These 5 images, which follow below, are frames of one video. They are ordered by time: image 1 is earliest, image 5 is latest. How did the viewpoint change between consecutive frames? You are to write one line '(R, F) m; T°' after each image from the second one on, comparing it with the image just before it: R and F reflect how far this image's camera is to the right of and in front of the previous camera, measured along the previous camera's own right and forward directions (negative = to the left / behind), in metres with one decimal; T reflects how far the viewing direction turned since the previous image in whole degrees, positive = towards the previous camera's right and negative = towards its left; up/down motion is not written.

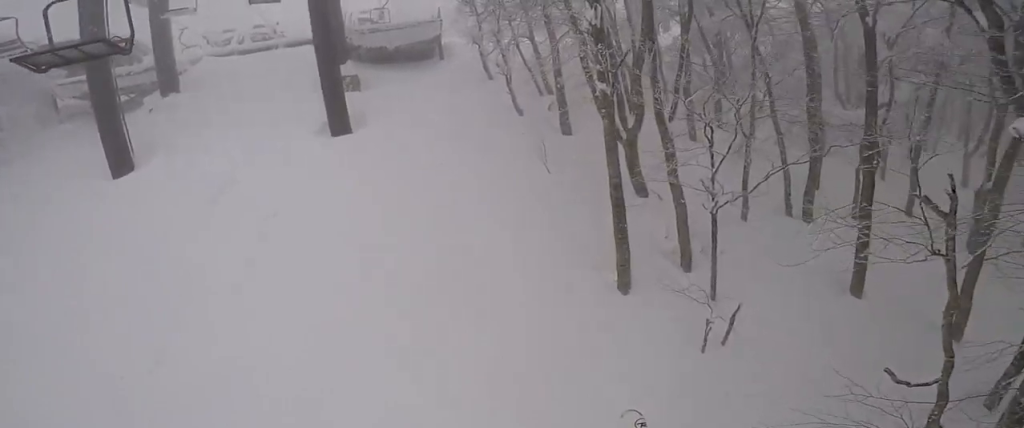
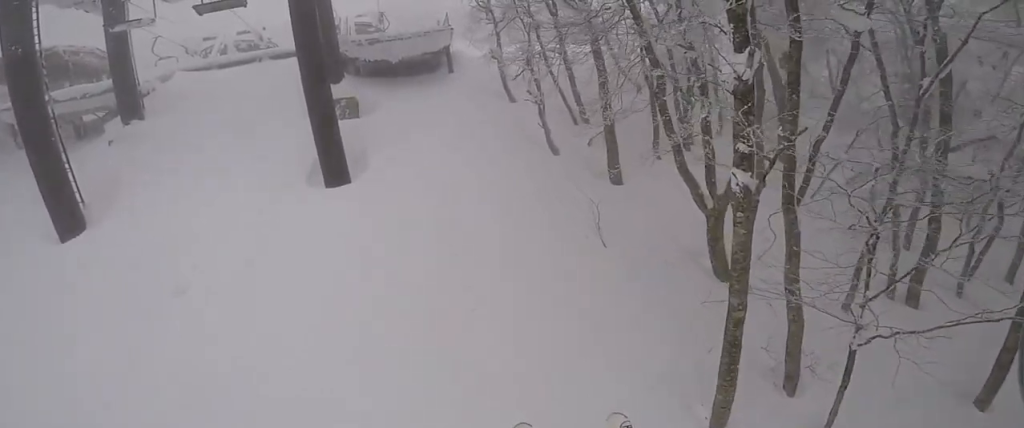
(0.0, +2.9) m; +1°
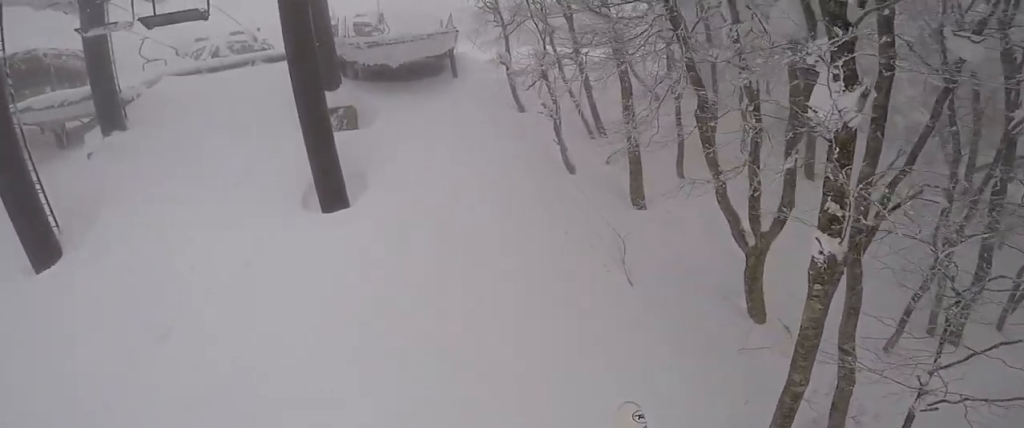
(0.0, +1.0) m; +8°
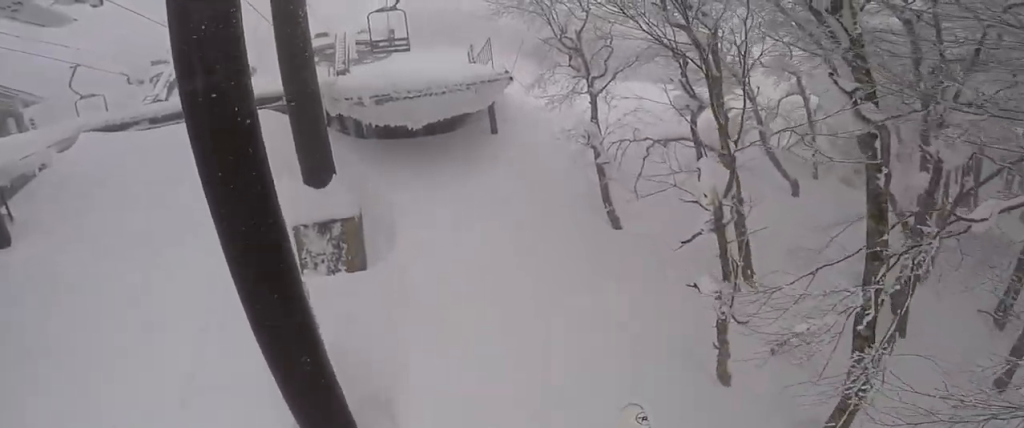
(-0.4, +4.8) m; -9°
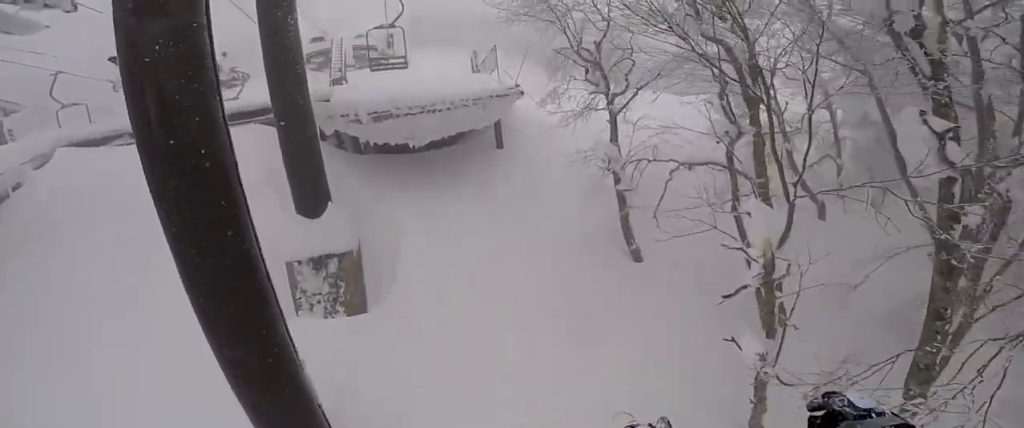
(+0.2, +0.8) m; +11°
